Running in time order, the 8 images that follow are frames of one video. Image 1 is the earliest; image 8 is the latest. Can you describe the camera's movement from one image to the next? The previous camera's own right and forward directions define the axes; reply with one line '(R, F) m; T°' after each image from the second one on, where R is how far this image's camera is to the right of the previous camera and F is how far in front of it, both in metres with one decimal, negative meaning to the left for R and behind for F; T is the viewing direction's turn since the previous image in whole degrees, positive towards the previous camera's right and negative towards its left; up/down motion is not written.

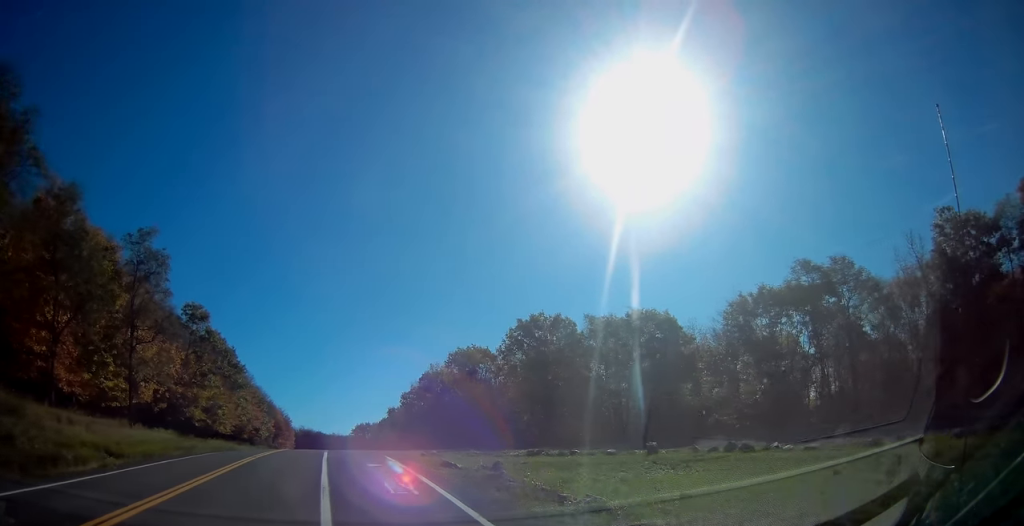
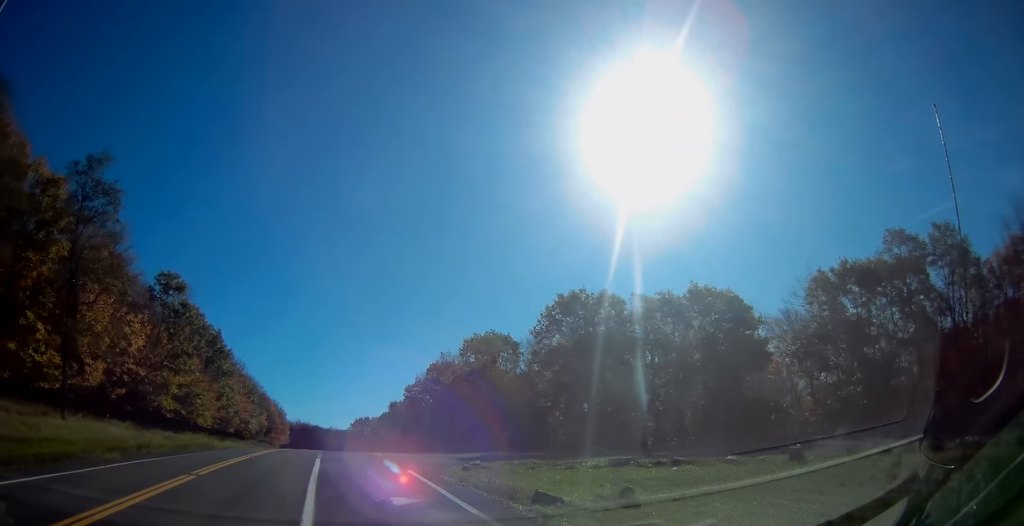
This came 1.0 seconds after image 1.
(0.0, +11.6) m; 0°
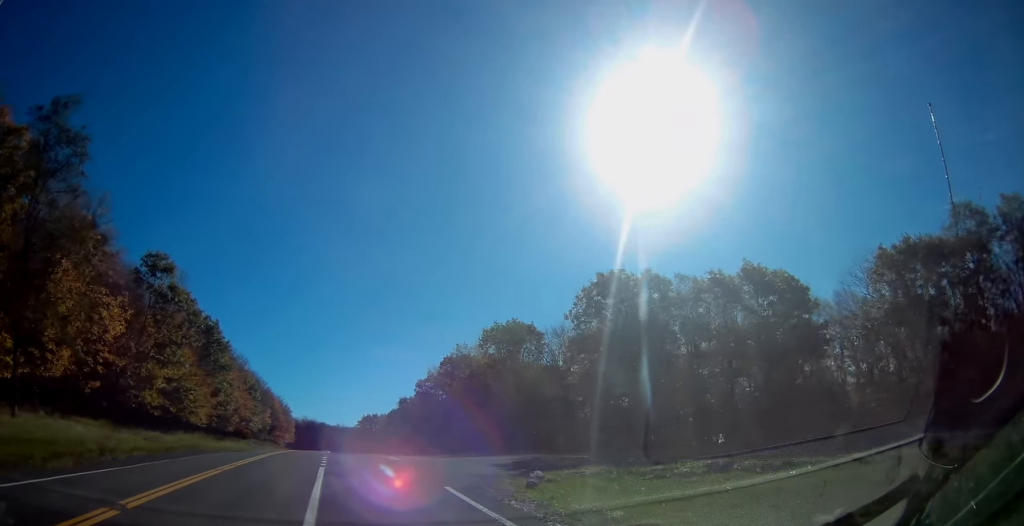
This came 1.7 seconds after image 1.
(0.0, +7.1) m; 0°
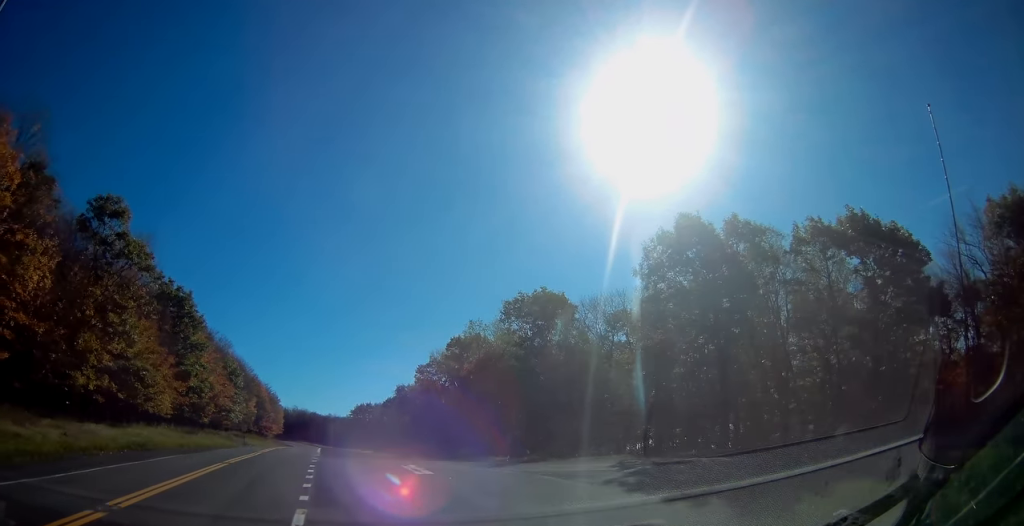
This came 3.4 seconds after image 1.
(+0.2, +13.9) m; +3°
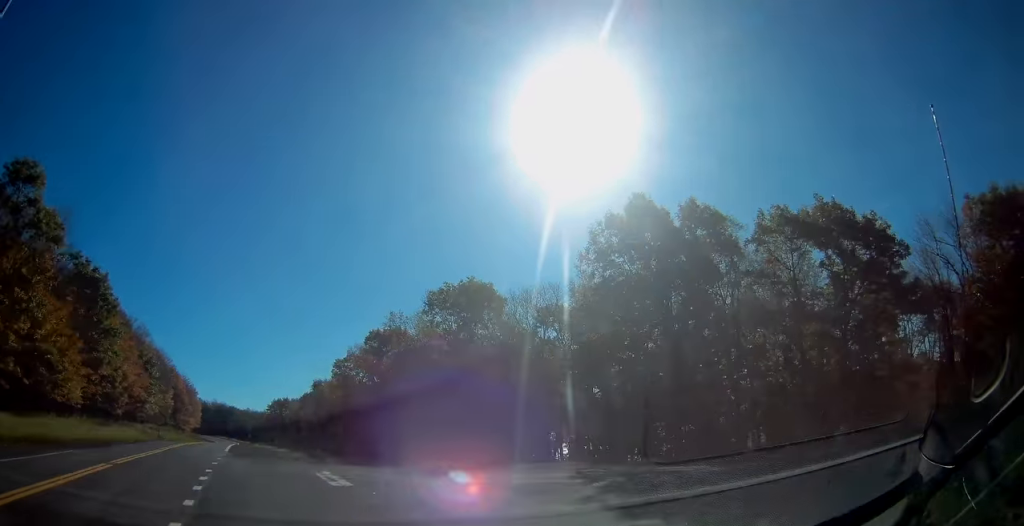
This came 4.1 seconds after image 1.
(+0.1, +4.7) m; +9°
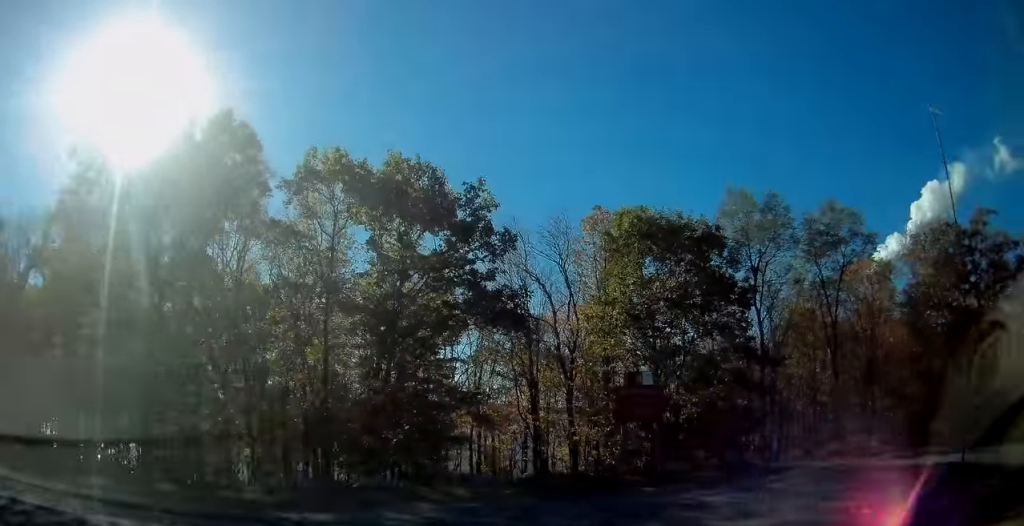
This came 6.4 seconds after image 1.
(+3.9, +9.6) m; +55°
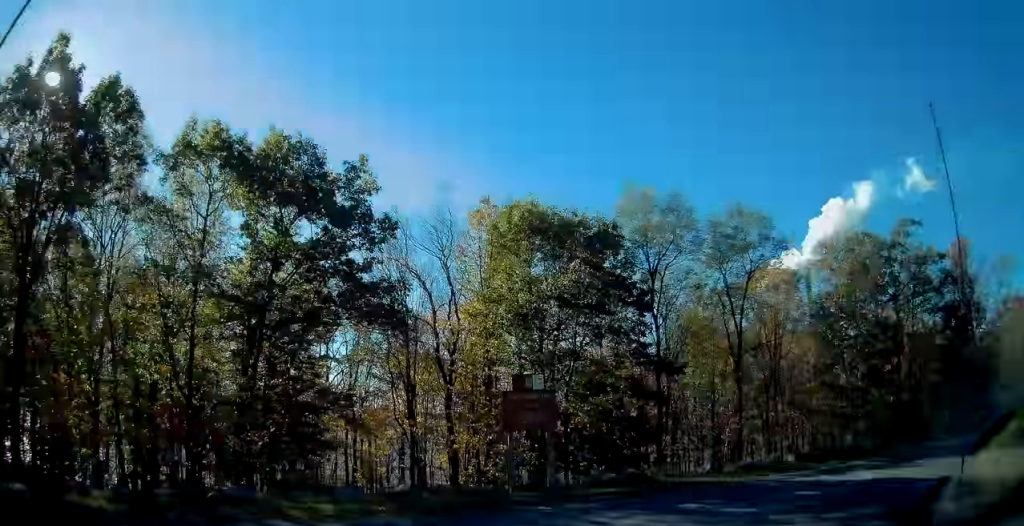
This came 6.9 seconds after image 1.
(+0.5, +2.0) m; +13°
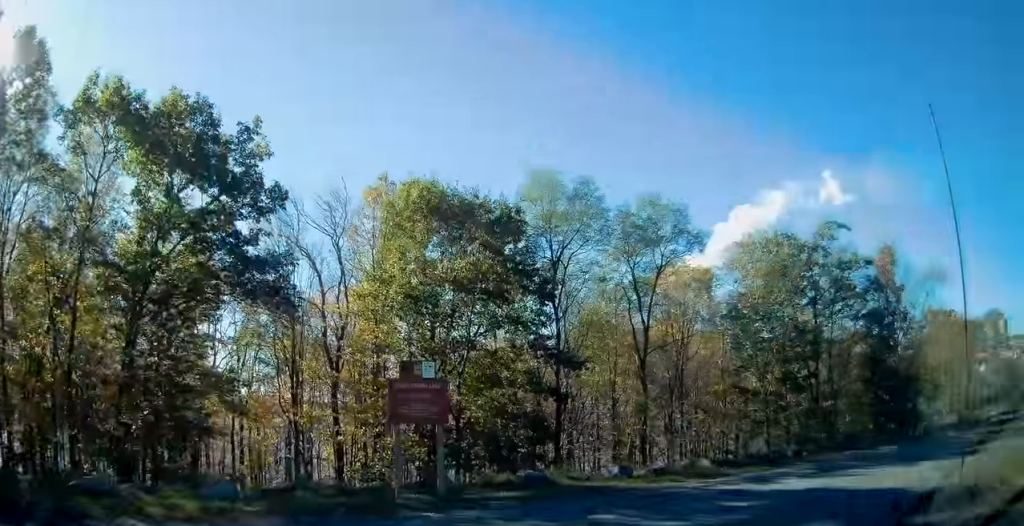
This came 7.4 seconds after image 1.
(+0.1, +1.8) m; +11°
